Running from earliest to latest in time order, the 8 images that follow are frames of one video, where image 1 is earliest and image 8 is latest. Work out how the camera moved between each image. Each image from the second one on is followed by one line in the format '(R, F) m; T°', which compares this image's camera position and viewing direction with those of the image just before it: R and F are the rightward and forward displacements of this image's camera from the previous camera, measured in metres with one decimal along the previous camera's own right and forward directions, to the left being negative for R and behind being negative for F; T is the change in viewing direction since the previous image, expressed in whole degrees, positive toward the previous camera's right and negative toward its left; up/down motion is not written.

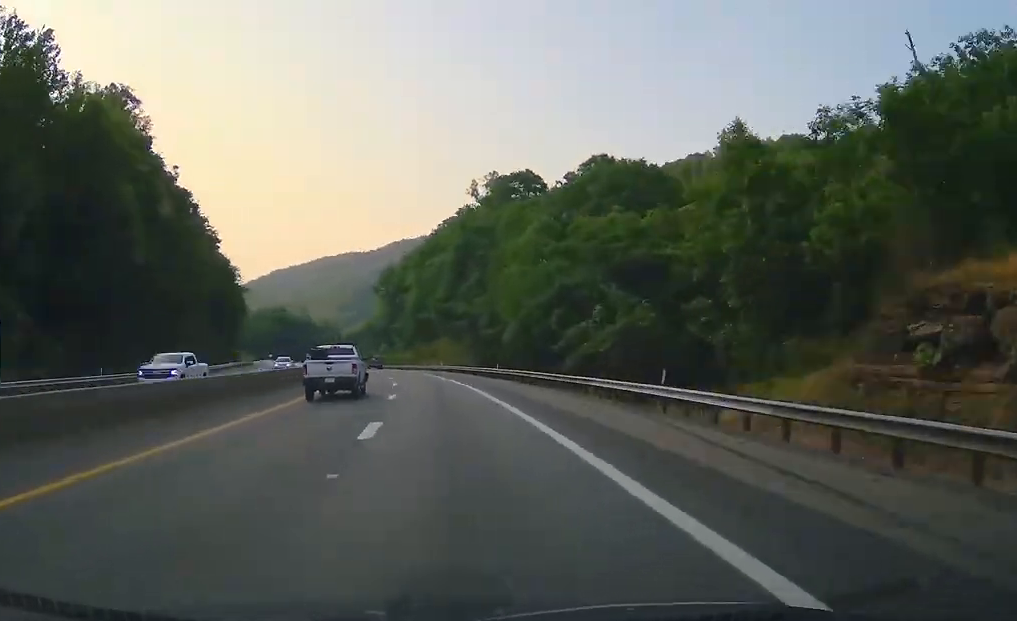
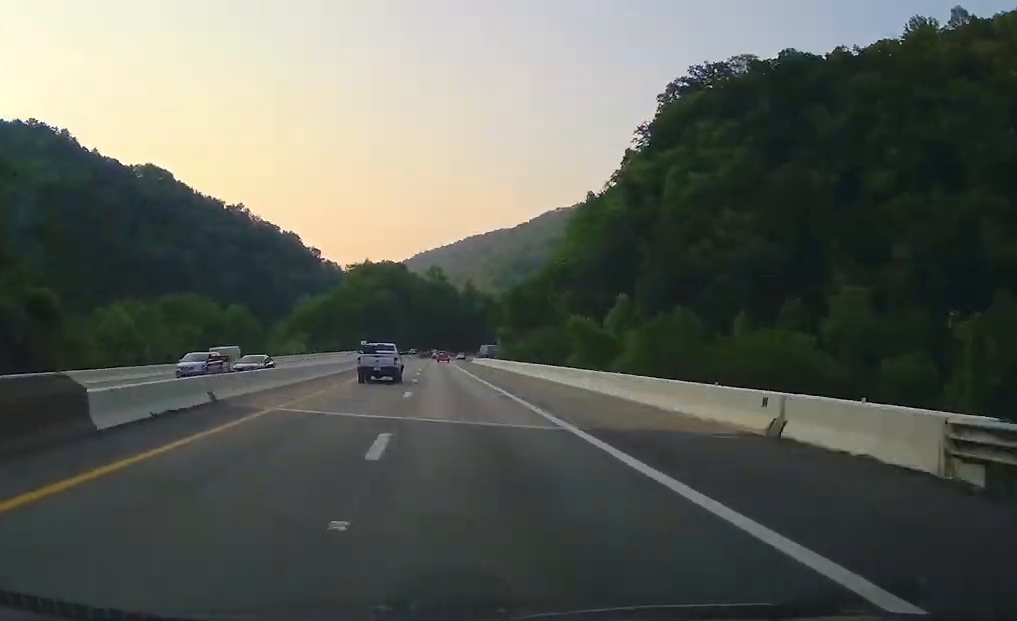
(-18.8, +187.2) m; -5°
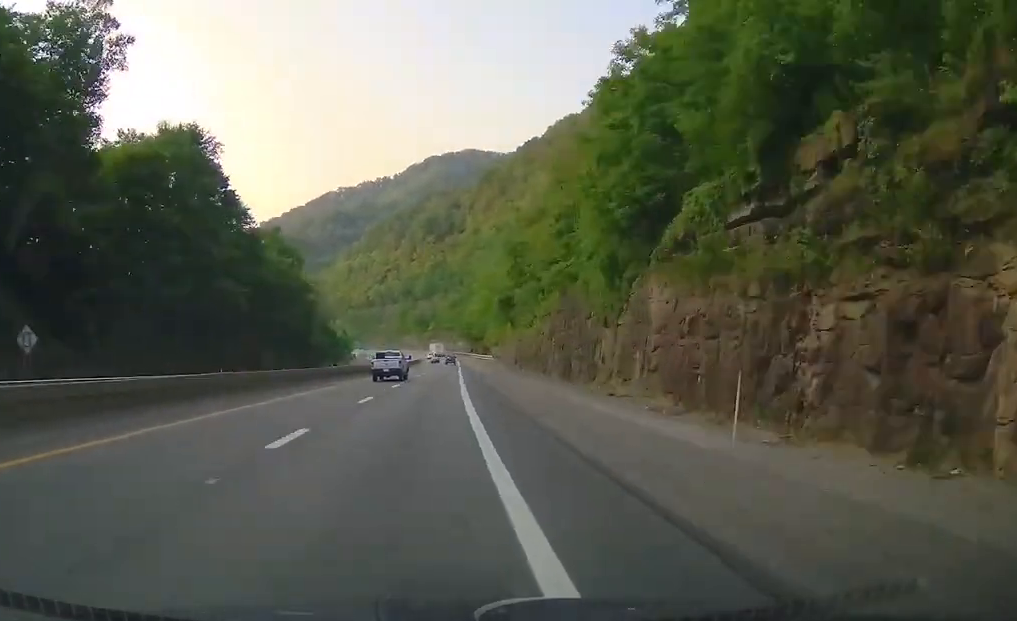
(+32.2, +264.5) m; +14°
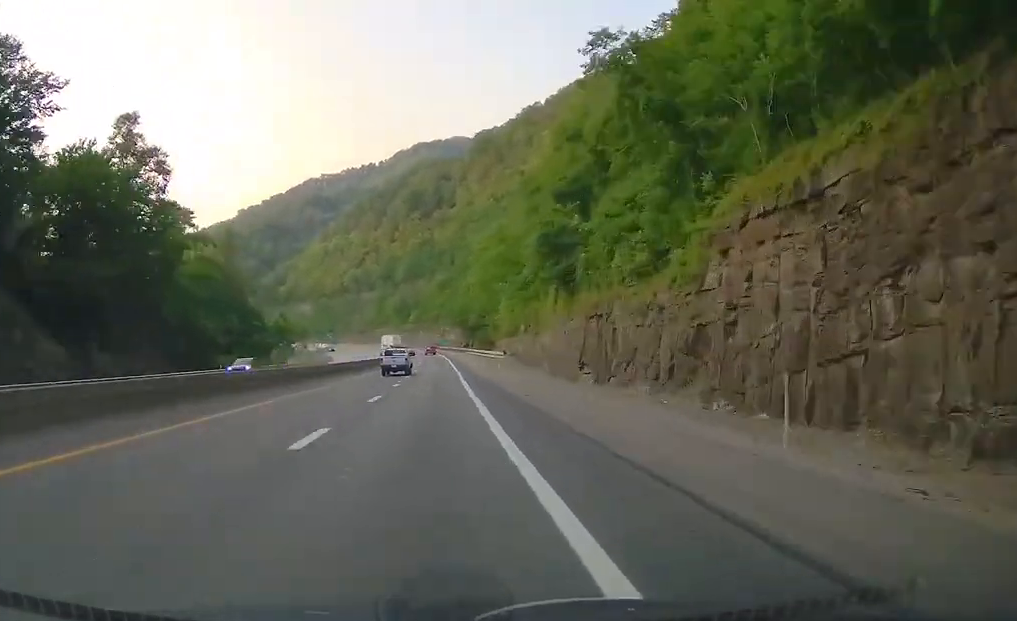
(+3.4, +59.8) m; +1°
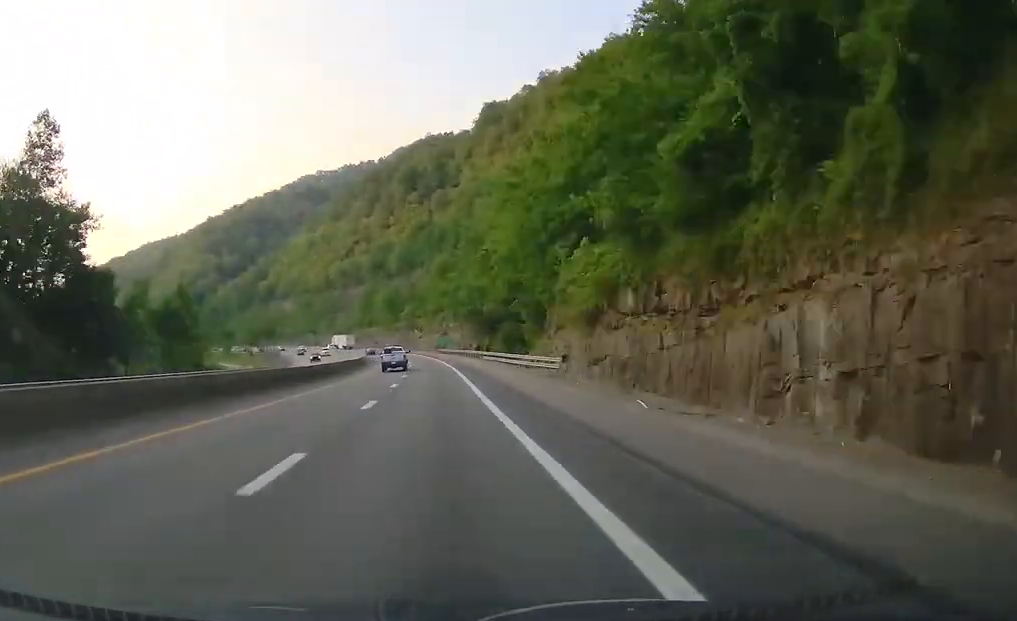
(-0.7, +50.6) m; -3°
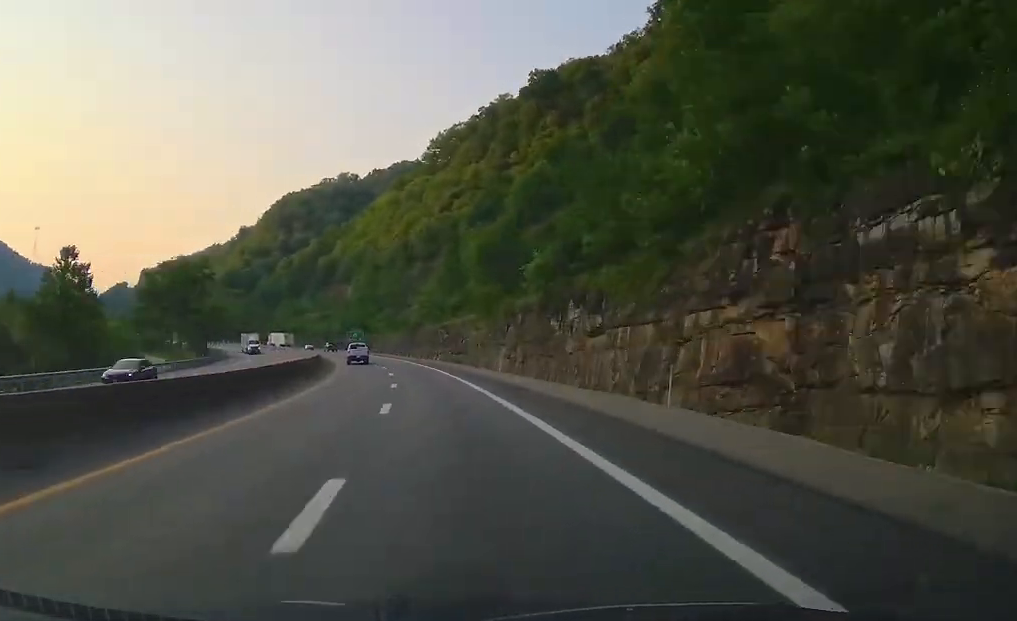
(-6.9, +120.5) m; -11°
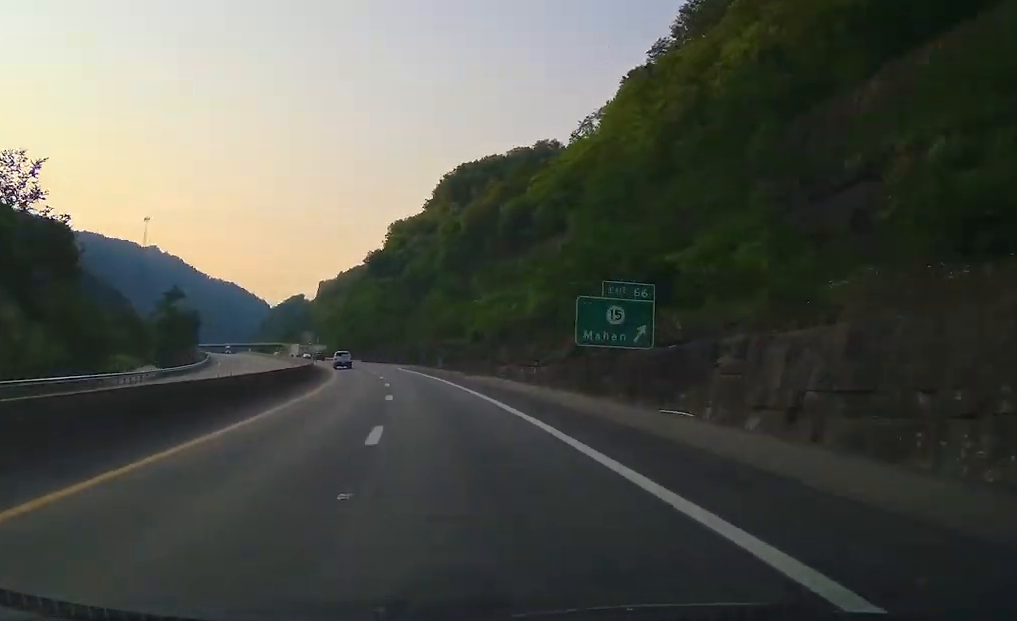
(-18.7, +128.0) m; -16°
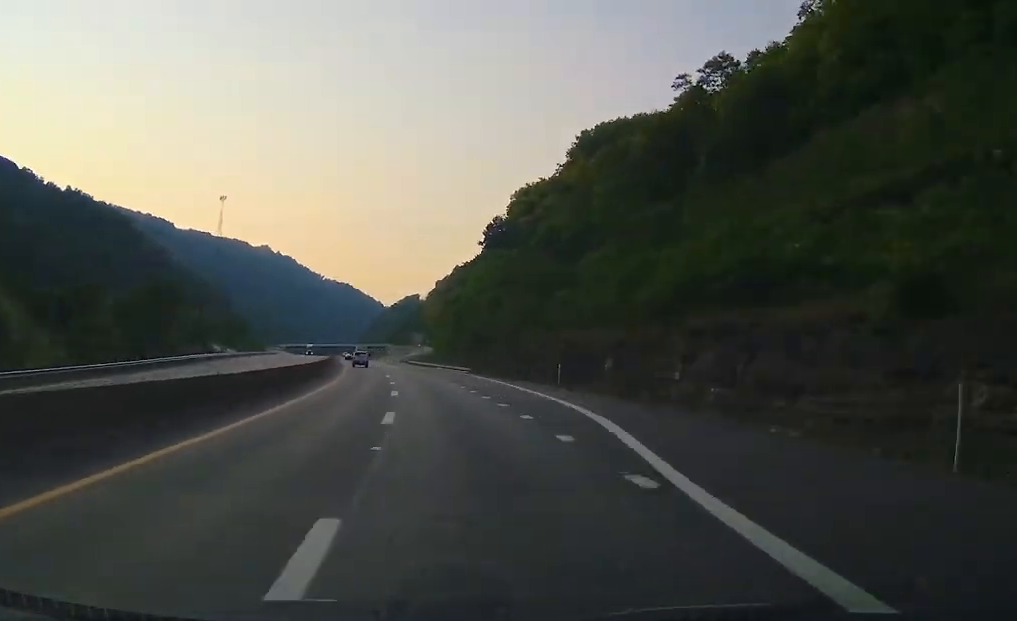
(-5.2, +74.1) m; -7°
